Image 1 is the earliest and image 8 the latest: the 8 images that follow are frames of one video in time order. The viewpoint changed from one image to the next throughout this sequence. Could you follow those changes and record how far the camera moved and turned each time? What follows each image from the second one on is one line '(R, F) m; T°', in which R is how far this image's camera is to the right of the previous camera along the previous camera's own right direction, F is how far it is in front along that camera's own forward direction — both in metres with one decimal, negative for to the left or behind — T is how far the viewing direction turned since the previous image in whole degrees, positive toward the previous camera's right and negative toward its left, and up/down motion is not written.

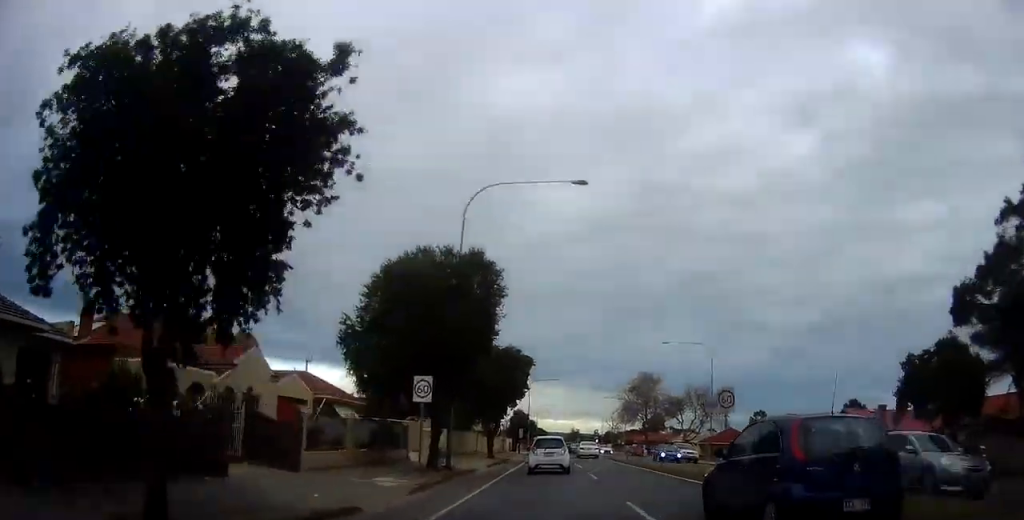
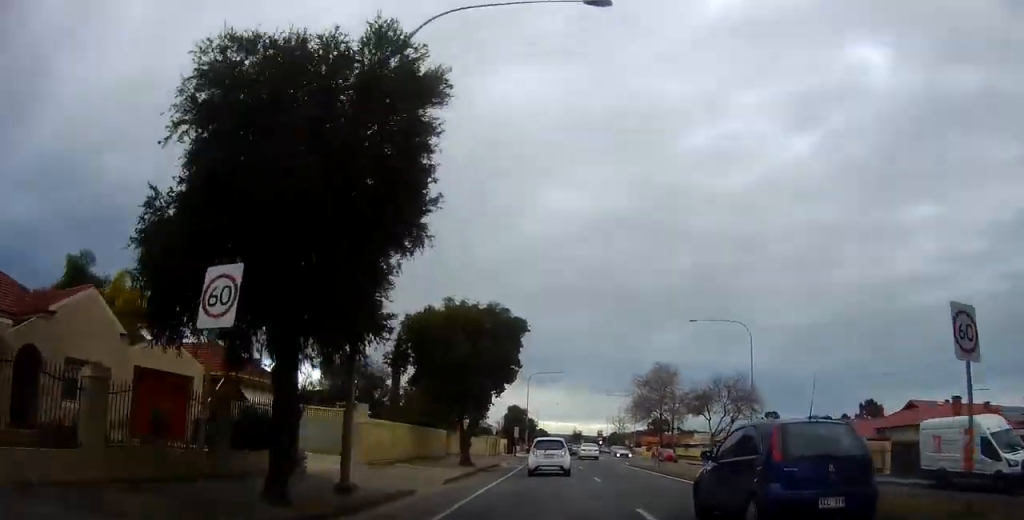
(0.0, +12.1) m; -1°
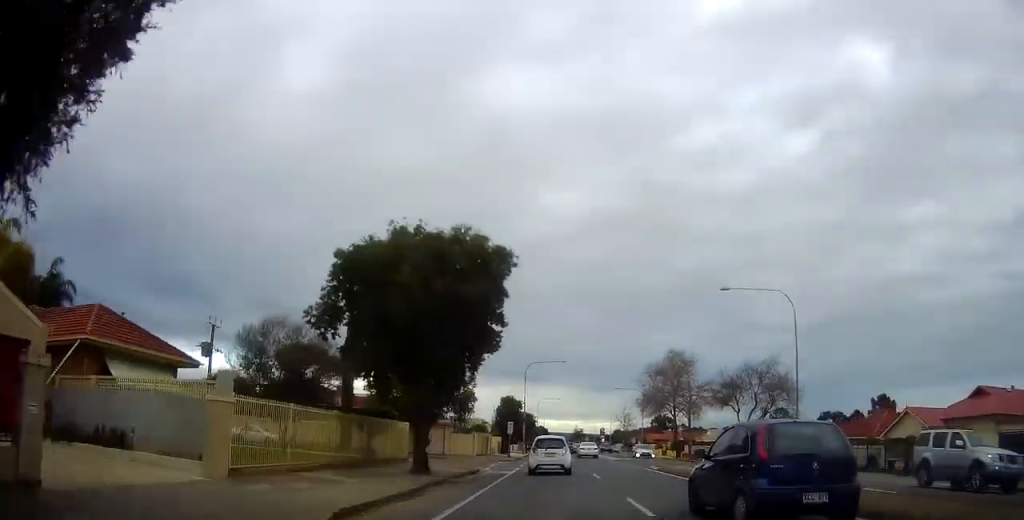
(-0.5, +9.4) m; 0°
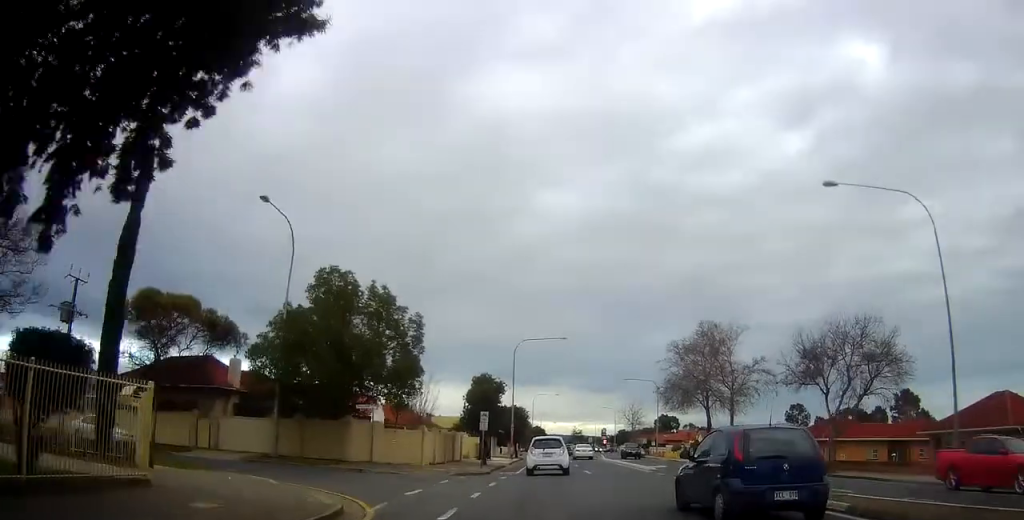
(+0.8, +17.7) m; 0°
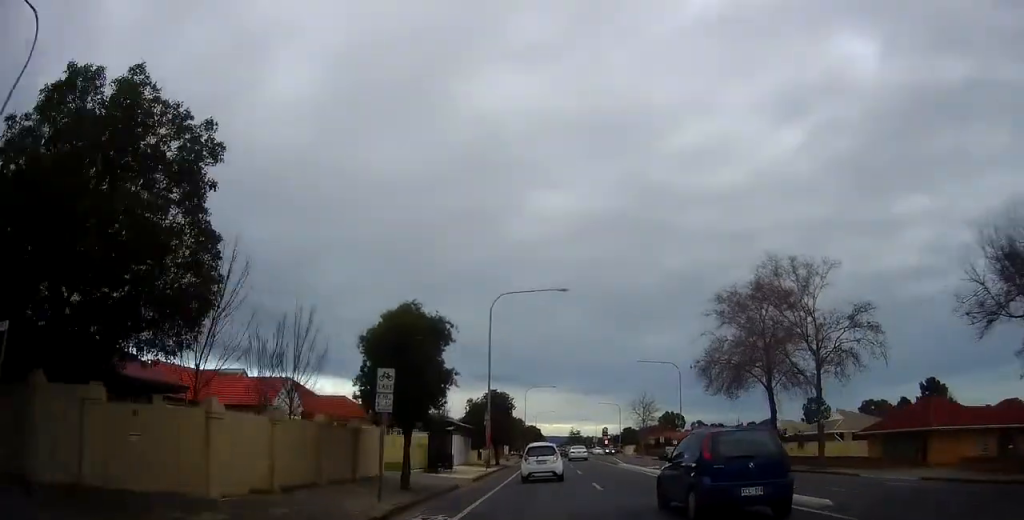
(-0.7, +18.9) m; 0°
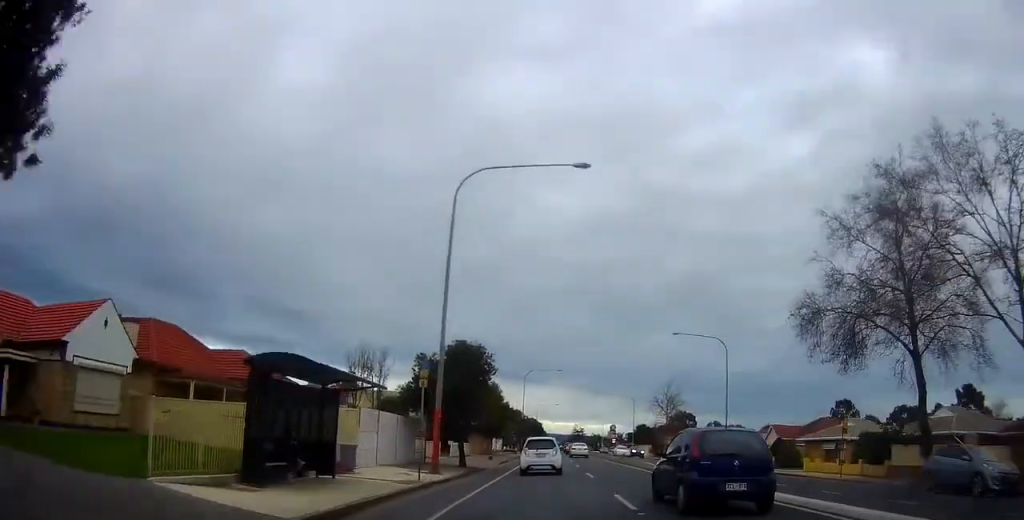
(+0.6, +18.5) m; 0°
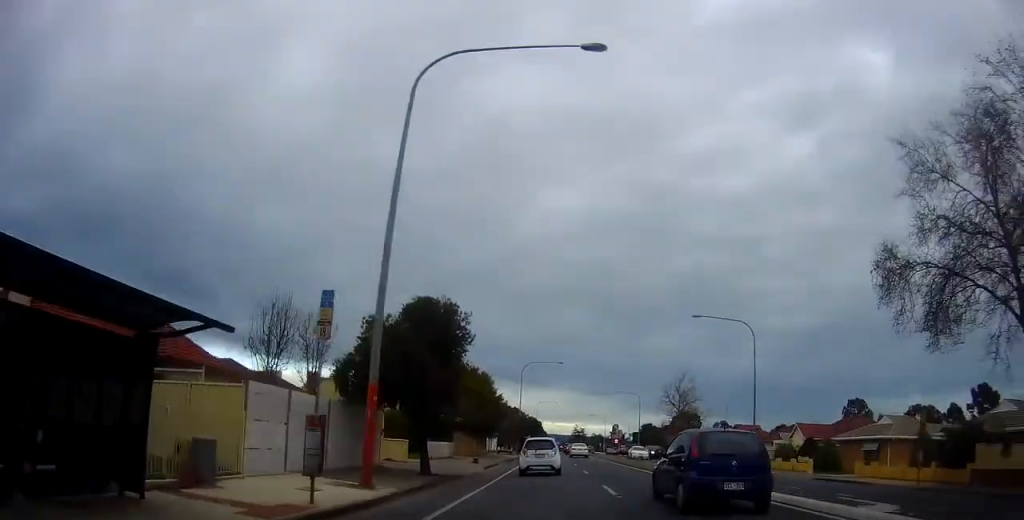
(0.0, +8.0) m; -2°
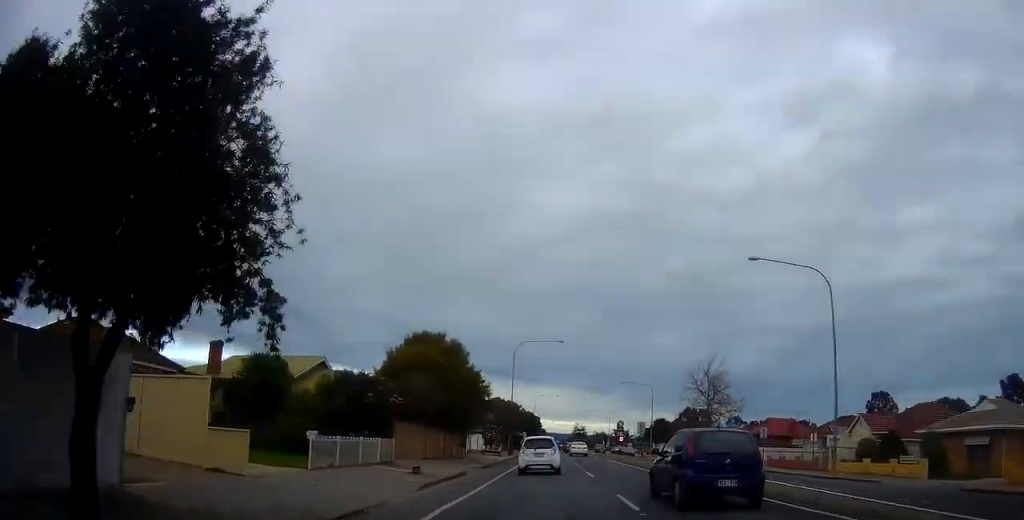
(-0.4, +14.8) m; +1°
